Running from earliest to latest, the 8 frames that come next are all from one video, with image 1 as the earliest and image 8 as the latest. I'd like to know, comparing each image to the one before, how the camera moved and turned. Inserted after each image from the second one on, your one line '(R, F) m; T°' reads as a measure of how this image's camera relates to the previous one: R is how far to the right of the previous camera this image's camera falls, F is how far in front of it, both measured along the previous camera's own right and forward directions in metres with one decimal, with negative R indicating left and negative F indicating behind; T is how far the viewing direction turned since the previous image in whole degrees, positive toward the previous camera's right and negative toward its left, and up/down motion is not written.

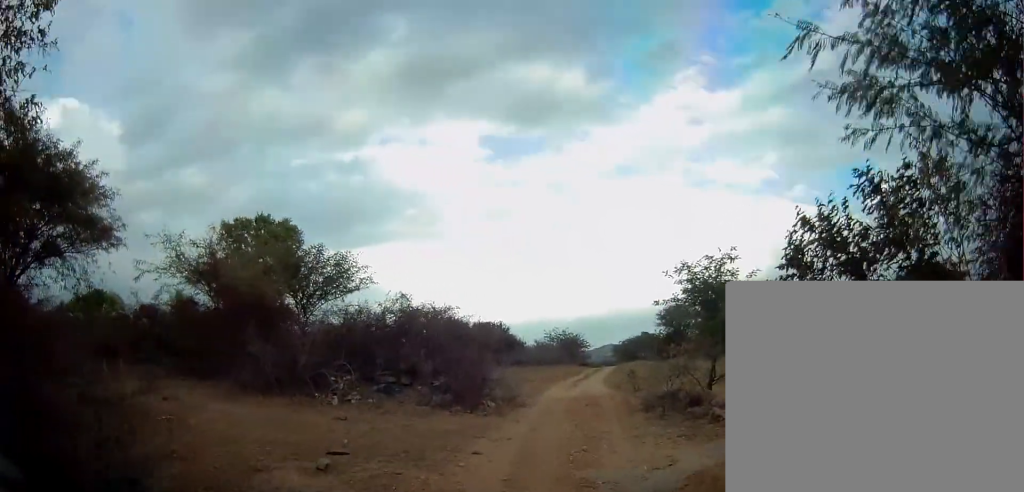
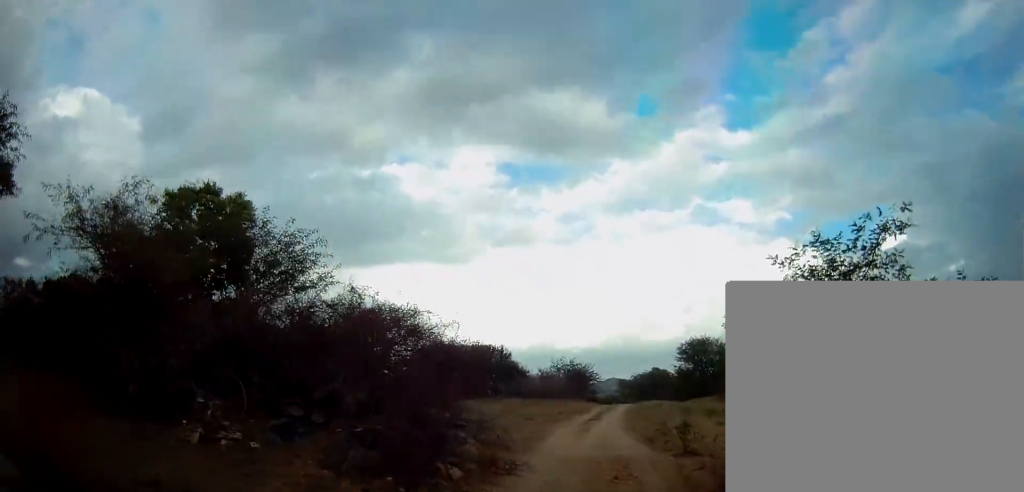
(-0.3, +5.1) m; -5°
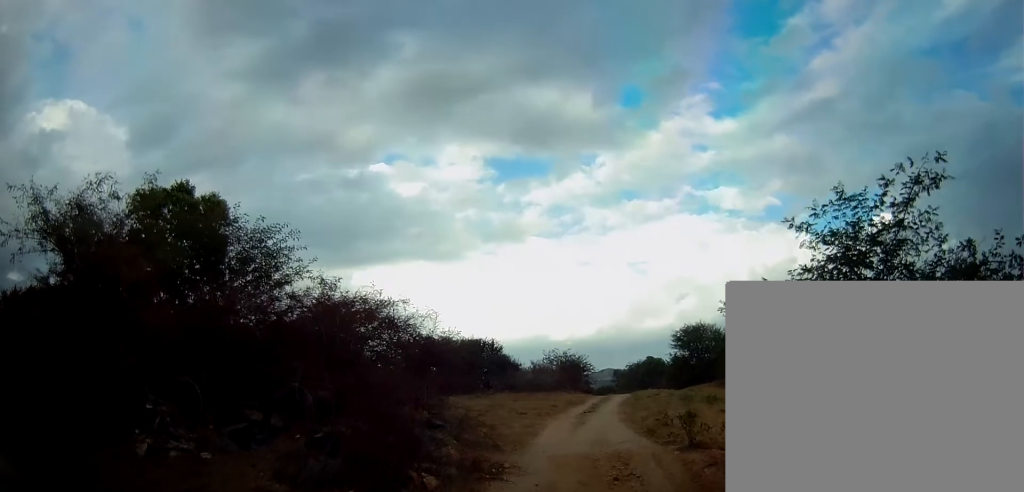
(0.0, +0.9) m; +1°
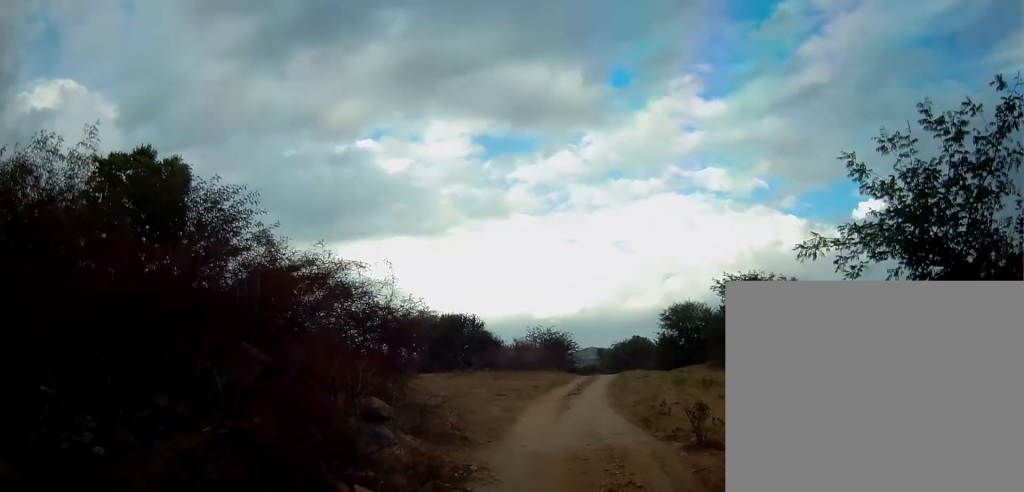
(0.0, +1.6) m; +3°
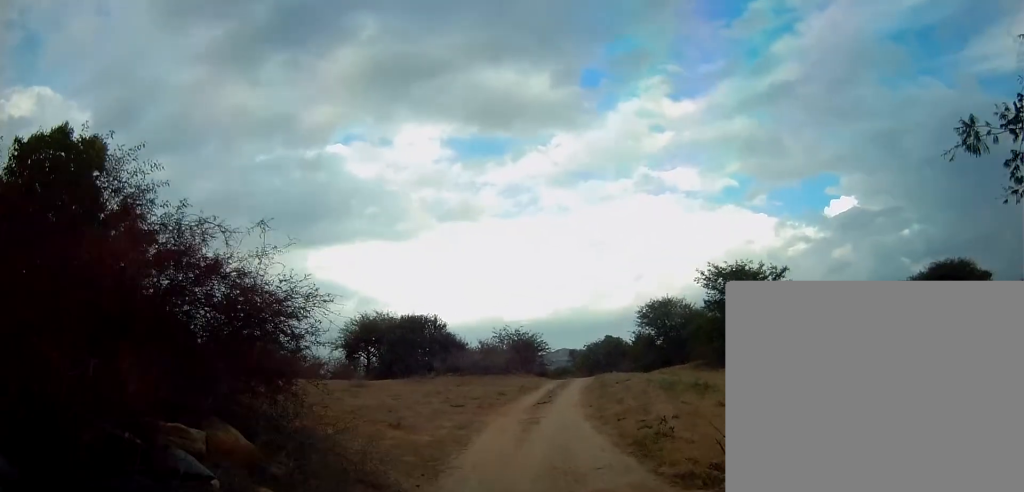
(+0.2, +2.9) m; +5°
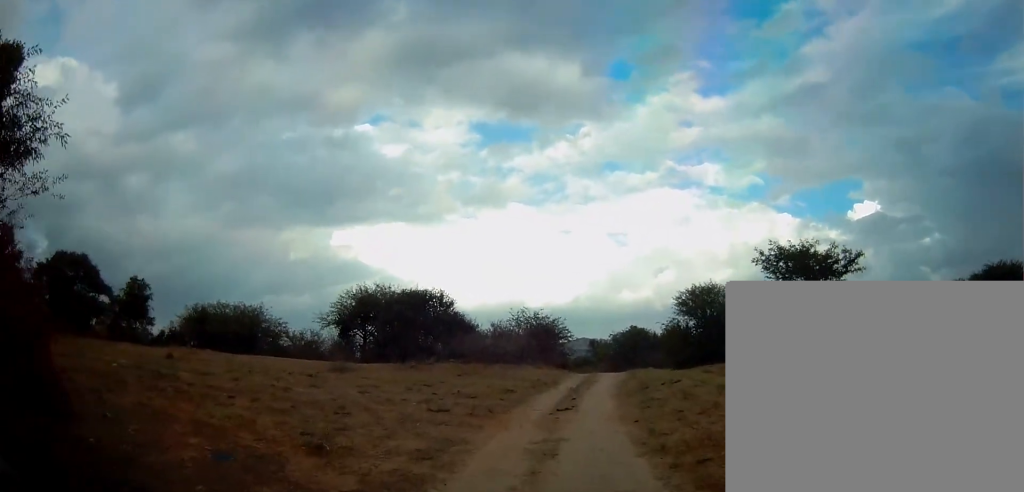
(-0.1, +5.2) m; -2°
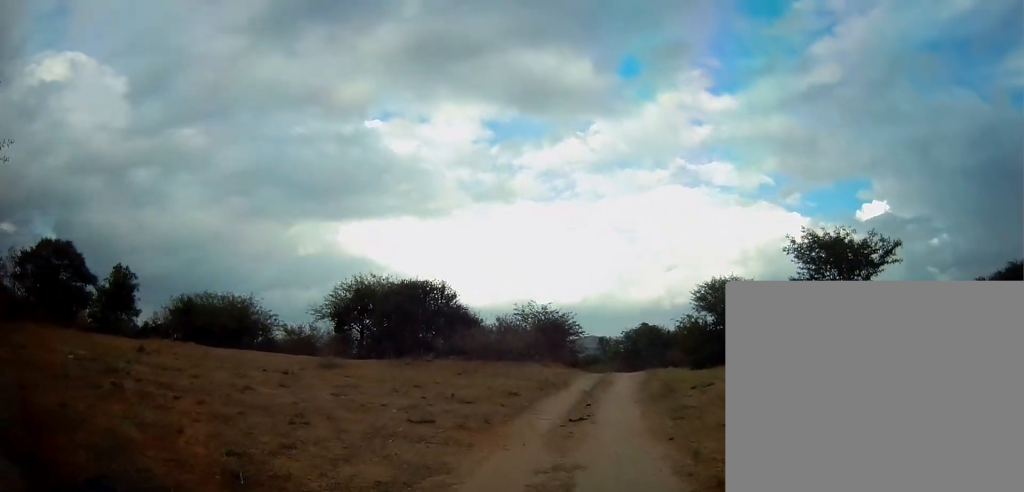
(+0.1, +2.3) m; 0°
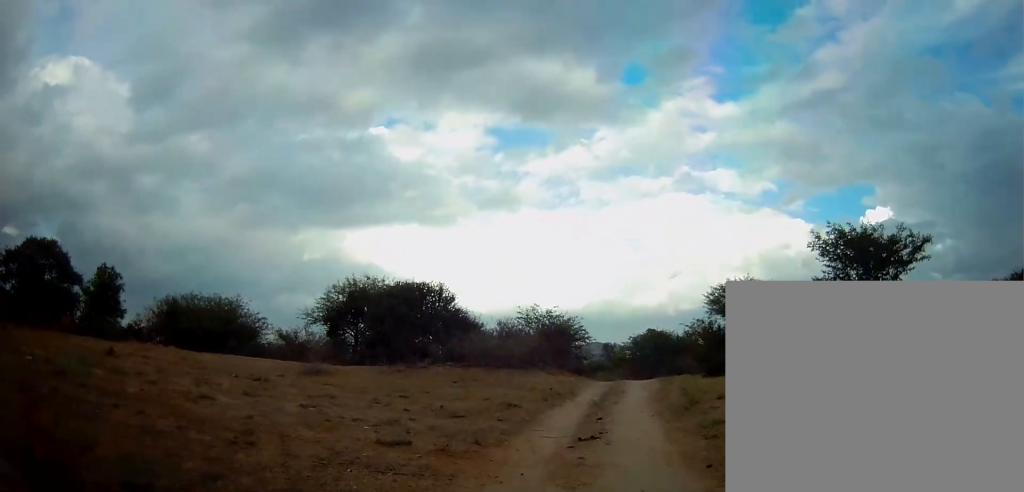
(0.0, +1.8) m; -1°
